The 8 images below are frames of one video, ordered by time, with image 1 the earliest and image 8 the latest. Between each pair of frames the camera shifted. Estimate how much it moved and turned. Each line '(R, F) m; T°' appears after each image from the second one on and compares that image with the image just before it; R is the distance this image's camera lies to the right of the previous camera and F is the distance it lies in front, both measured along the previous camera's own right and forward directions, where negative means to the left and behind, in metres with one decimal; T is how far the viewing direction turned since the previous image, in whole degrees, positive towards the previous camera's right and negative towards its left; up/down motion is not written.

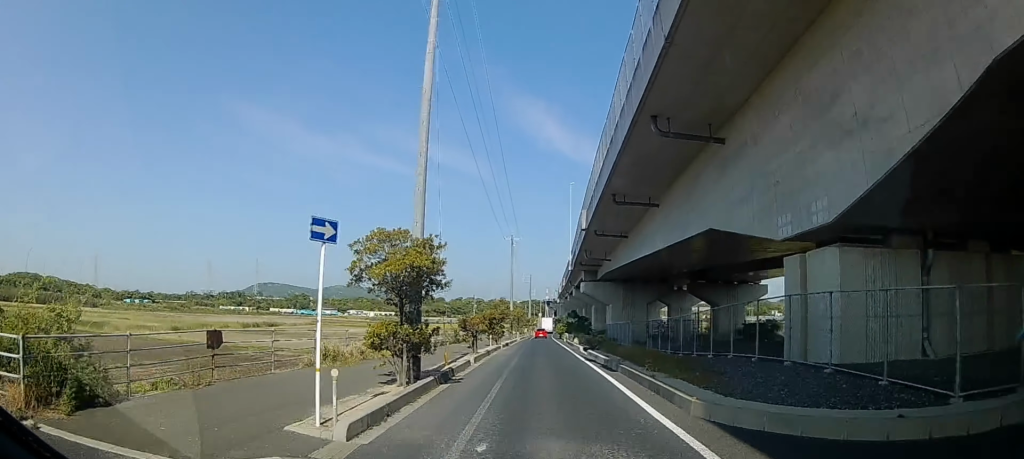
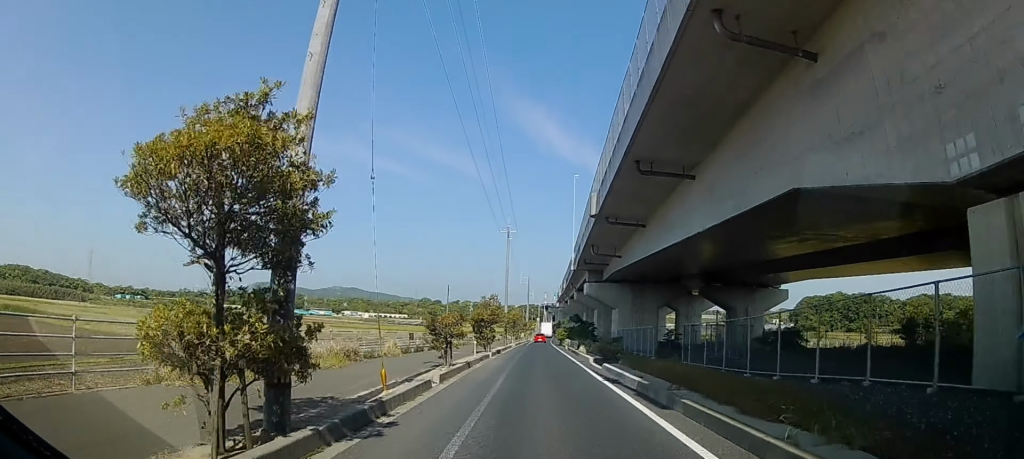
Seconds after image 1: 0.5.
(-0.1, +6.7) m; +1°
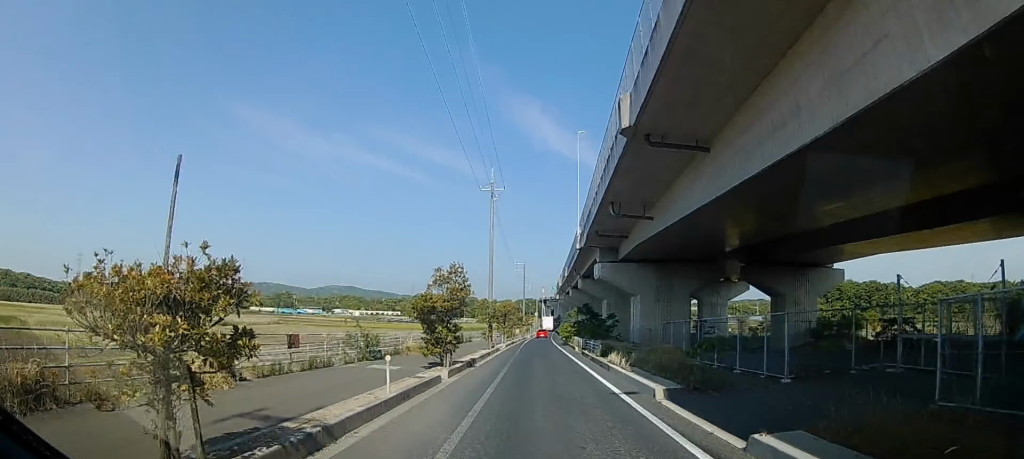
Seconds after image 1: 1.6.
(+0.4, +14.4) m; +2°
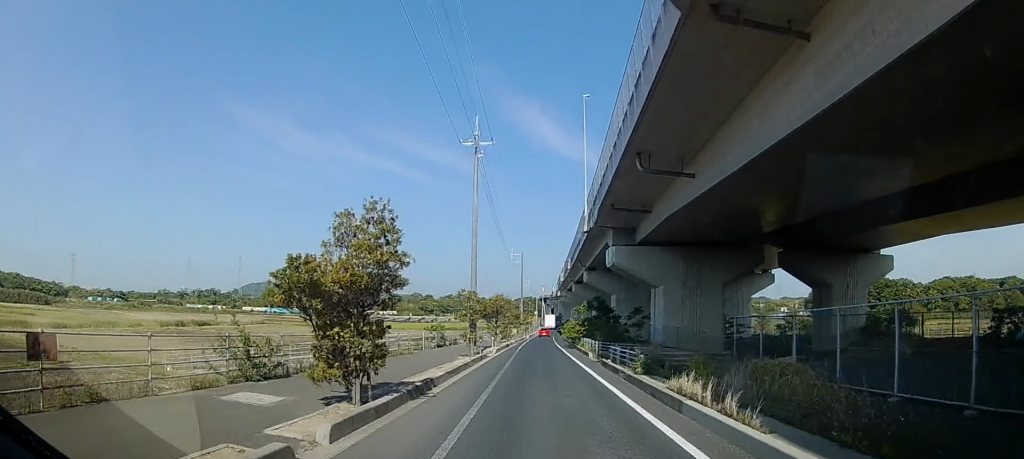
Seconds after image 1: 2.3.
(0.0, +8.5) m; 0°
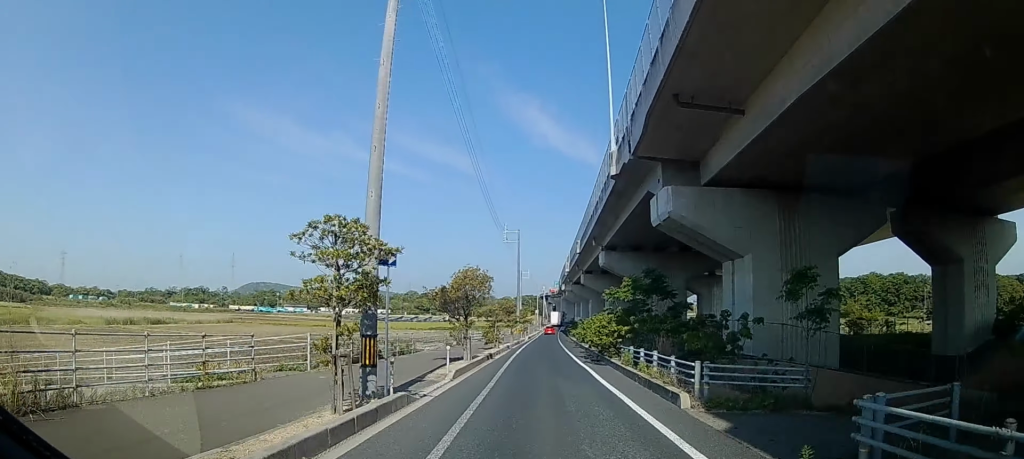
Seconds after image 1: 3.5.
(0.0, +17.1) m; 0°
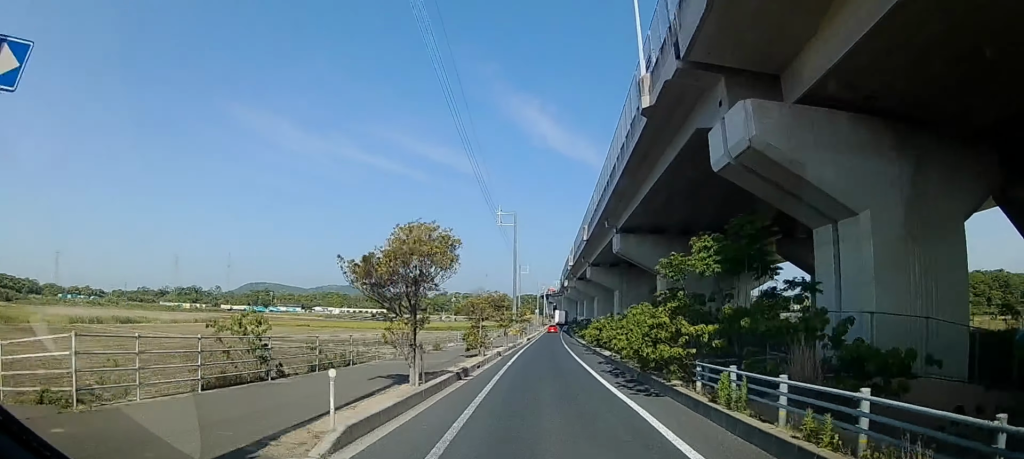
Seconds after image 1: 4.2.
(0.0, +9.4) m; -1°
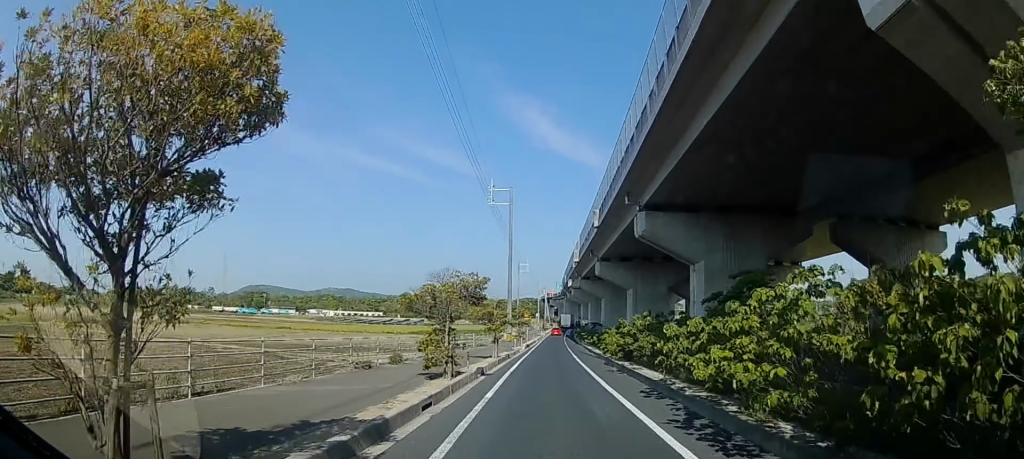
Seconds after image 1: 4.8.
(-0.2, +9.4) m; -1°
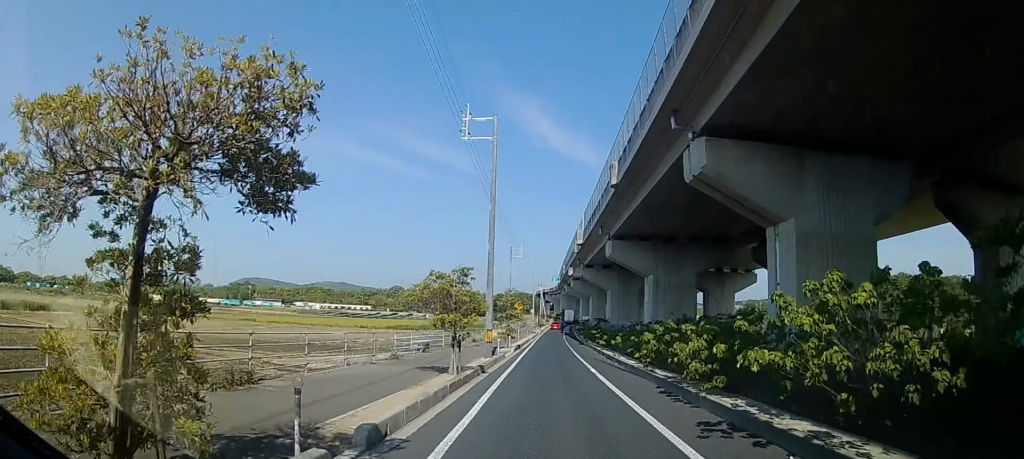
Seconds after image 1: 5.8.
(-0.1, +13.2) m; +1°
